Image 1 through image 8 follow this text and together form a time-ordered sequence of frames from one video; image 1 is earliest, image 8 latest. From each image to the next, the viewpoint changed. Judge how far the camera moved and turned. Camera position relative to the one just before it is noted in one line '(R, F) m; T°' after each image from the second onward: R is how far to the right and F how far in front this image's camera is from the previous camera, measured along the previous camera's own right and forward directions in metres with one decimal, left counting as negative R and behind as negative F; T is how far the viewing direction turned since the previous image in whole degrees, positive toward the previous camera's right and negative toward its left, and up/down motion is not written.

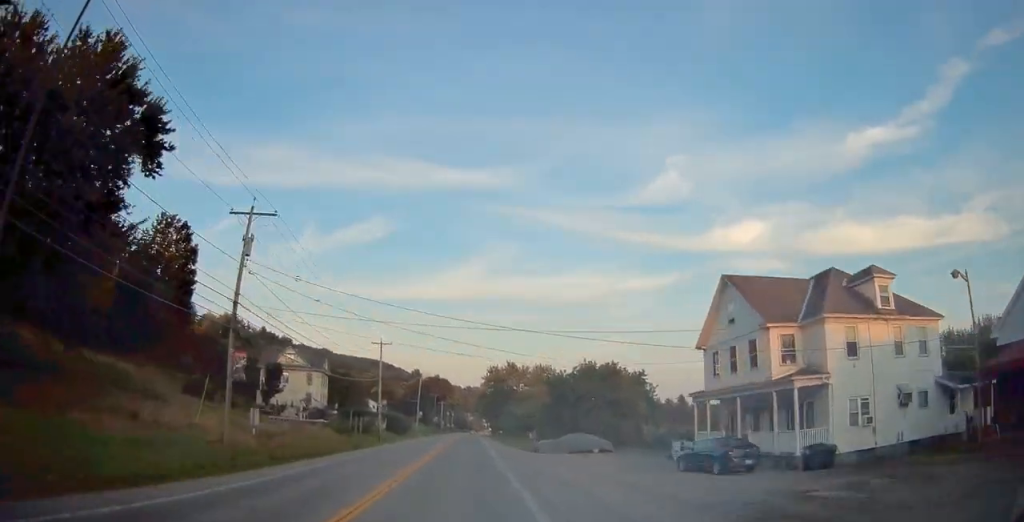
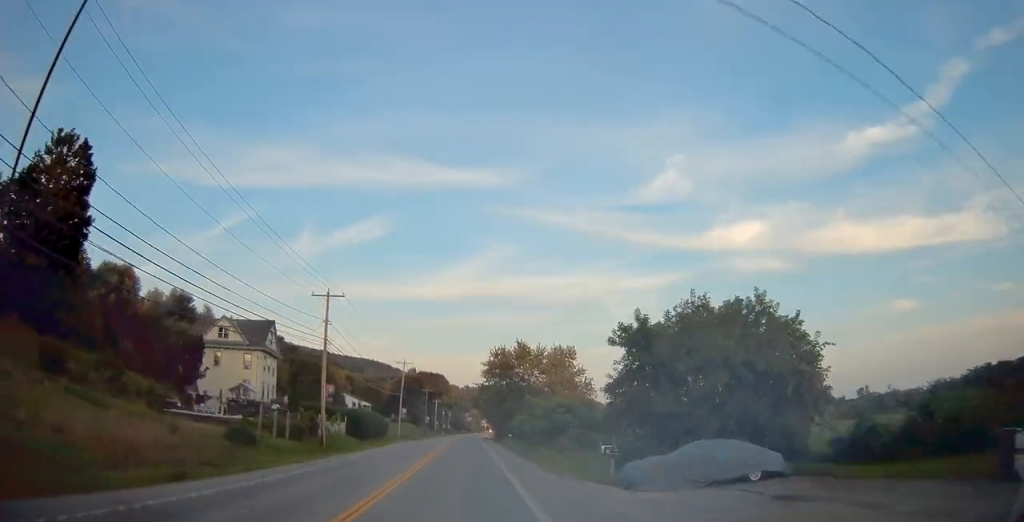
(-0.1, +24.1) m; 0°
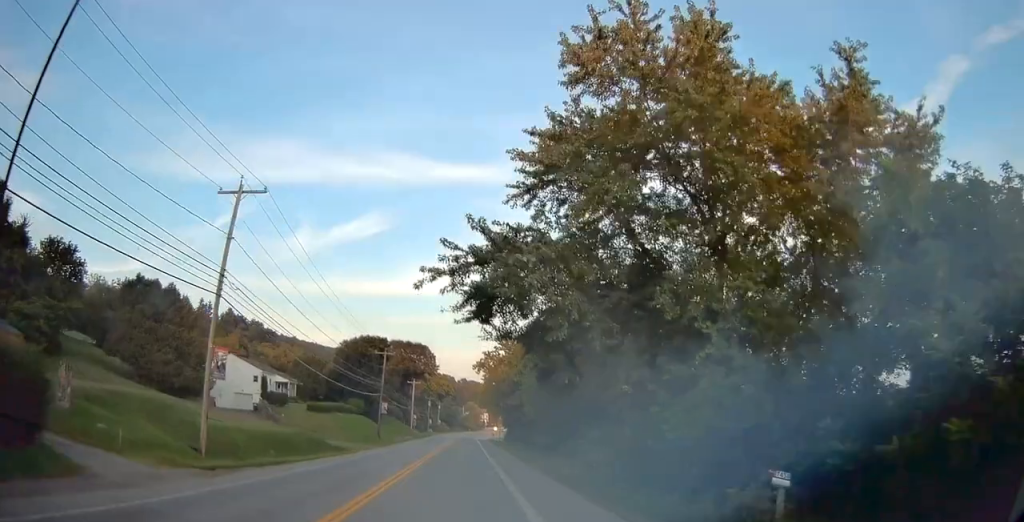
(+0.3, +61.2) m; +1°
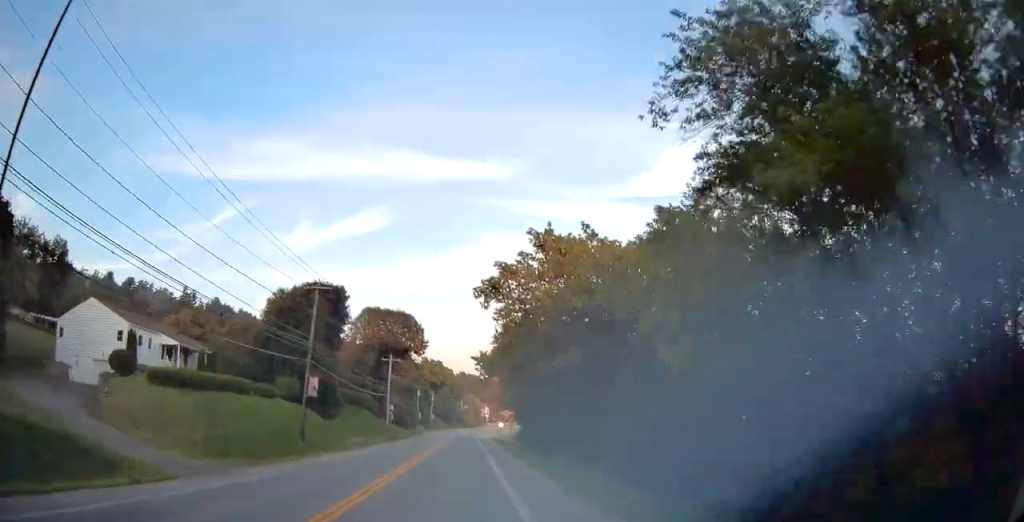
(+0.1, +31.4) m; 0°
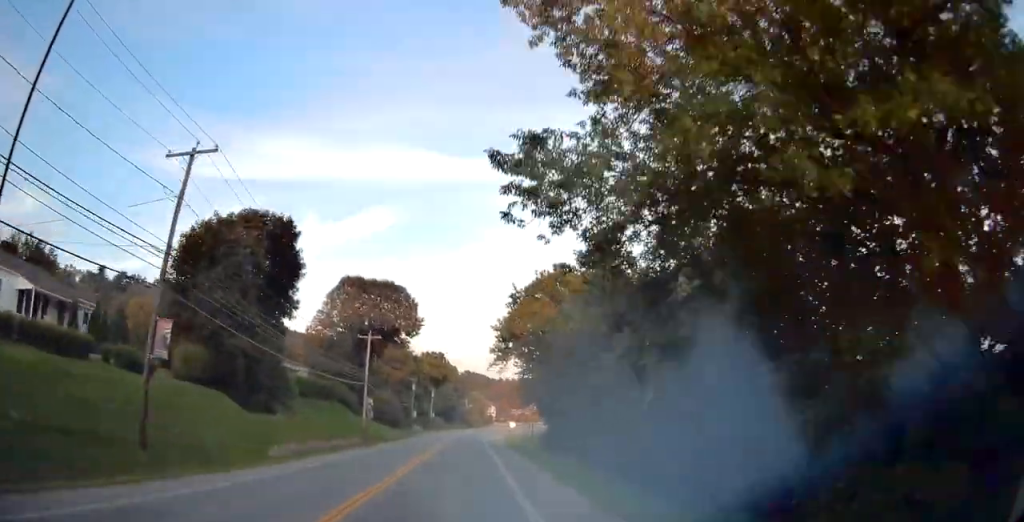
(0.0, +20.4) m; 0°
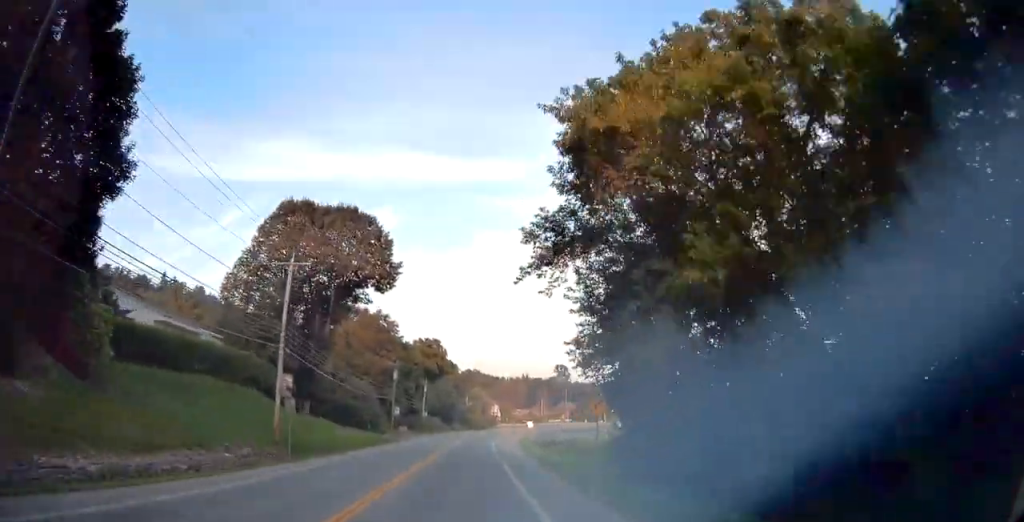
(-0.1, +28.1) m; 0°
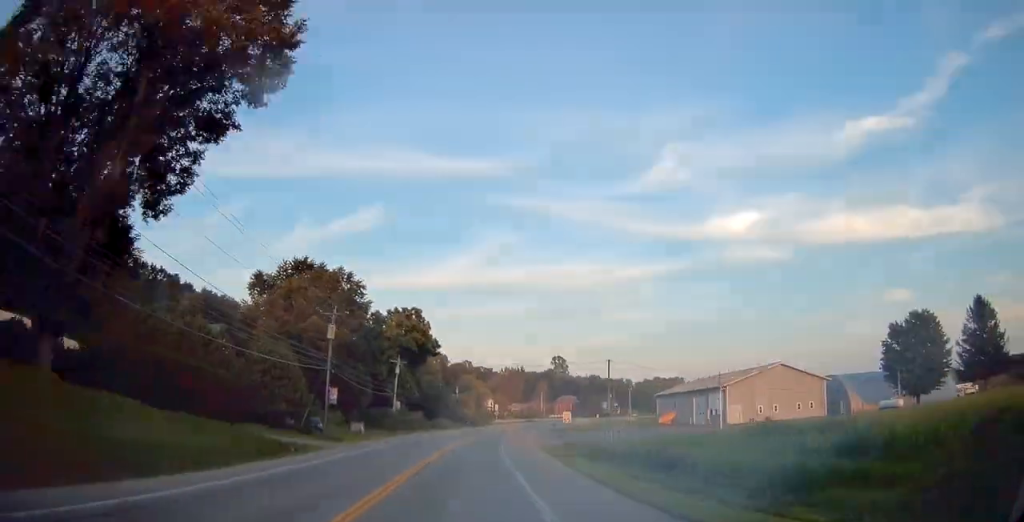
(+0.1, +33.1) m; +1°
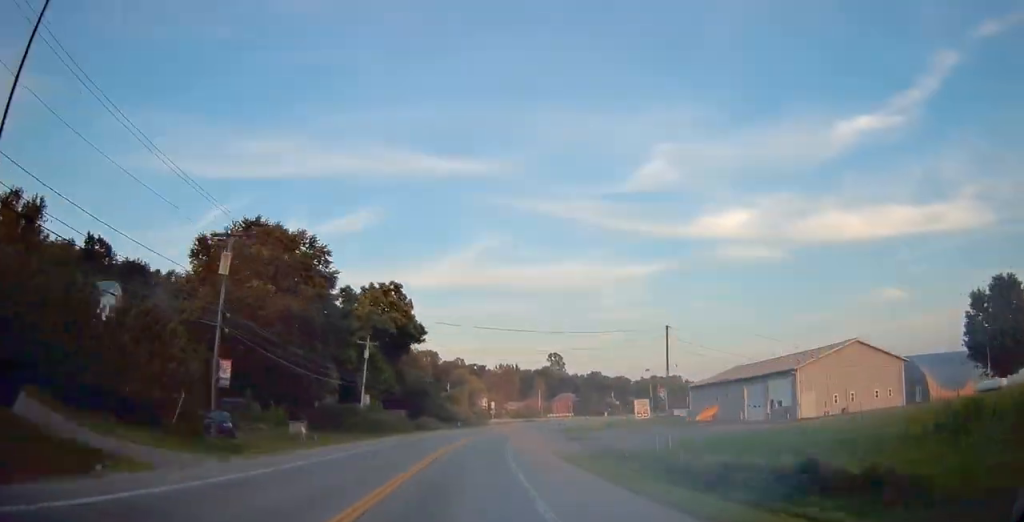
(-0.3, +19.7) m; +1°
